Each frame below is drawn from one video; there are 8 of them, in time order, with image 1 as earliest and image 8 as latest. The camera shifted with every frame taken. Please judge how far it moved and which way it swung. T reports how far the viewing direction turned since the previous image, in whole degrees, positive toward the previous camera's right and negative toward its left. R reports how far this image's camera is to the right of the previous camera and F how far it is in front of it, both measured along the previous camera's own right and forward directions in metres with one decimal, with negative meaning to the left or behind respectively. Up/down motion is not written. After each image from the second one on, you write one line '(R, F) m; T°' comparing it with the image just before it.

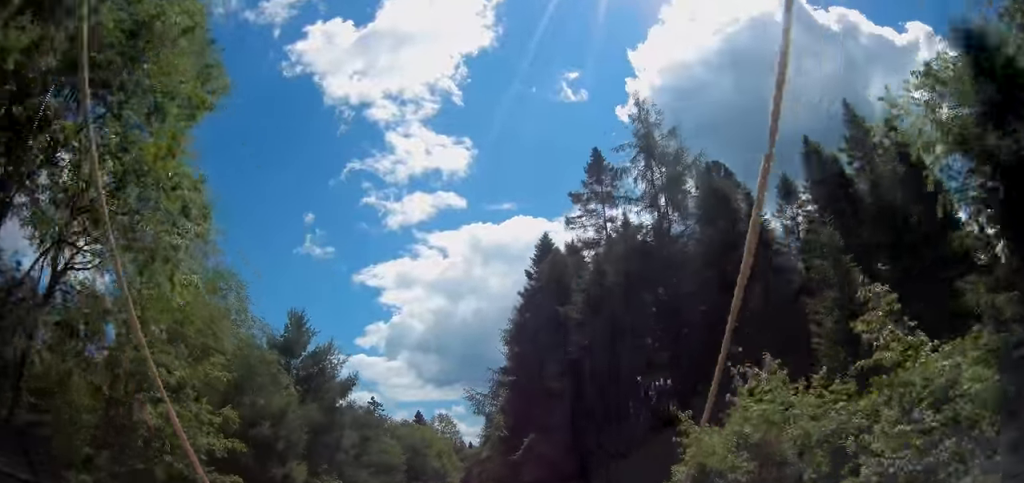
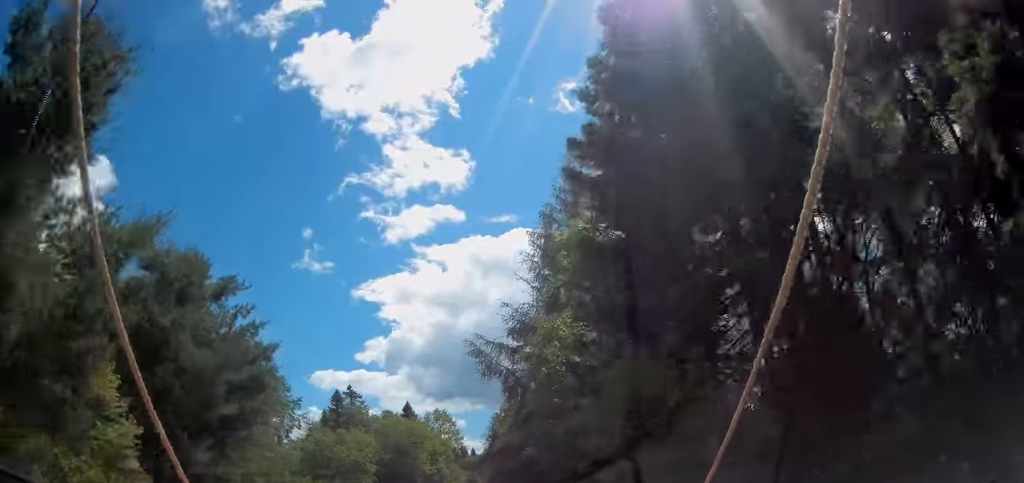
(-0.4, +21.6) m; -3°
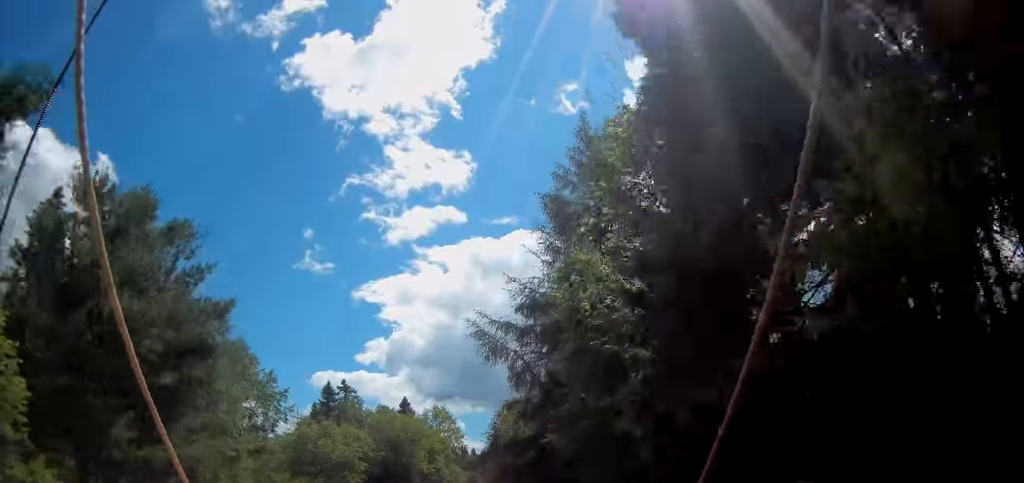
(-0.2, +4.3) m; 0°
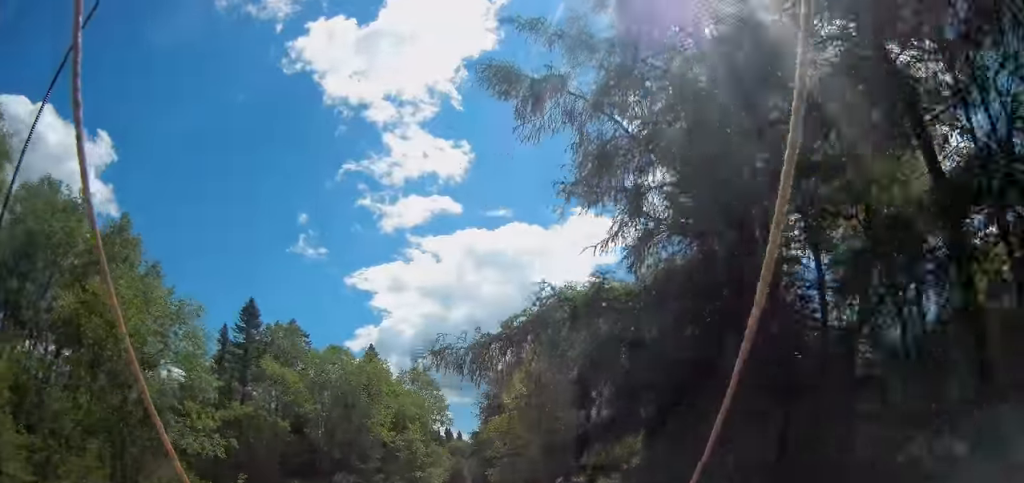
(+0.8, +19.4) m; +2°
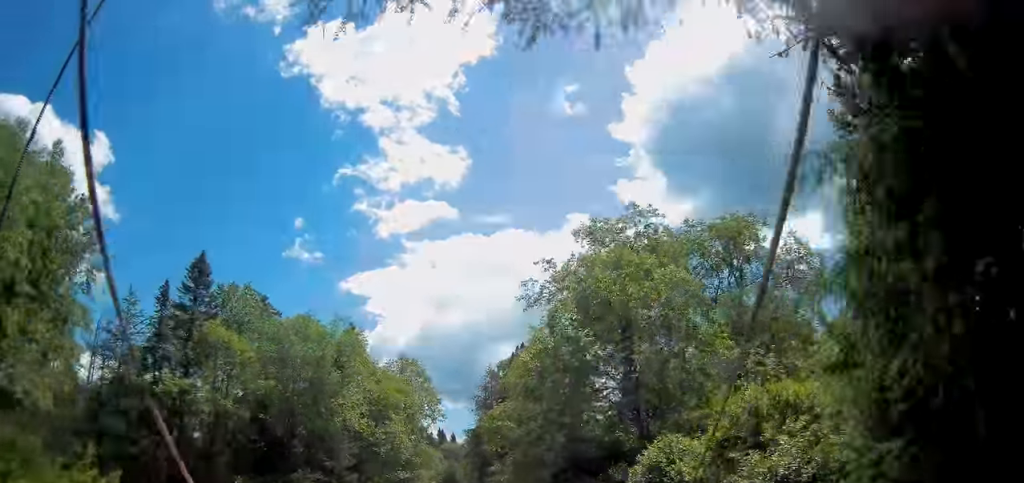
(0.0, +7.5) m; 0°
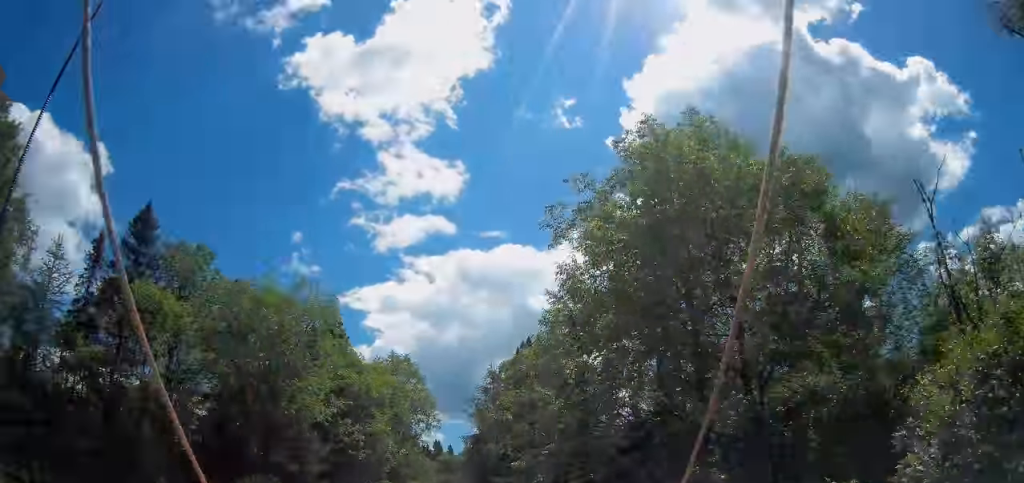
(0.0, +6.5) m; 0°
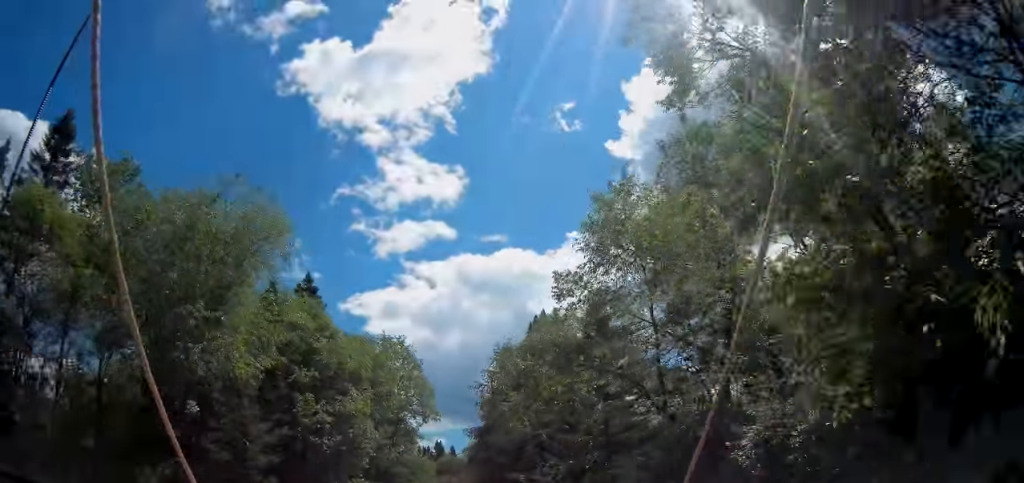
(0.0, +7.7) m; 0°
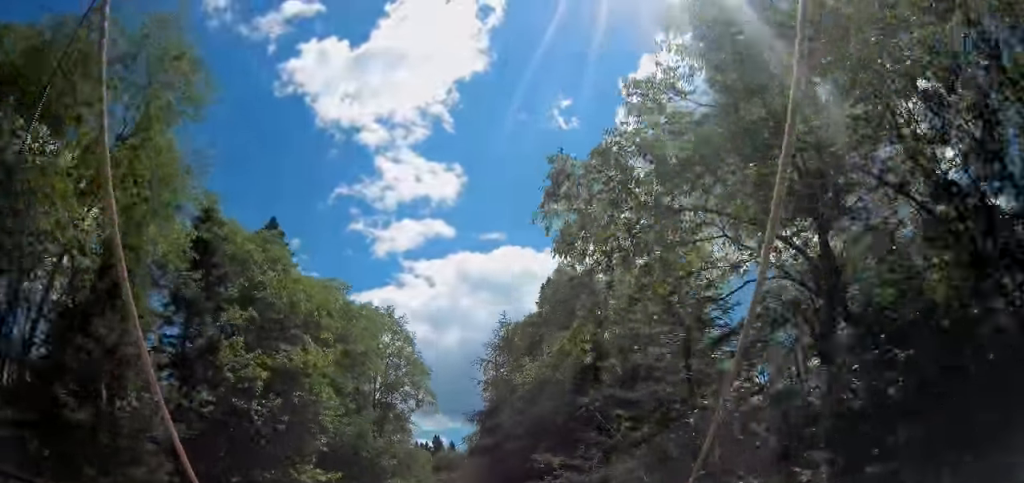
(0.0, +6.9) m; 0°
